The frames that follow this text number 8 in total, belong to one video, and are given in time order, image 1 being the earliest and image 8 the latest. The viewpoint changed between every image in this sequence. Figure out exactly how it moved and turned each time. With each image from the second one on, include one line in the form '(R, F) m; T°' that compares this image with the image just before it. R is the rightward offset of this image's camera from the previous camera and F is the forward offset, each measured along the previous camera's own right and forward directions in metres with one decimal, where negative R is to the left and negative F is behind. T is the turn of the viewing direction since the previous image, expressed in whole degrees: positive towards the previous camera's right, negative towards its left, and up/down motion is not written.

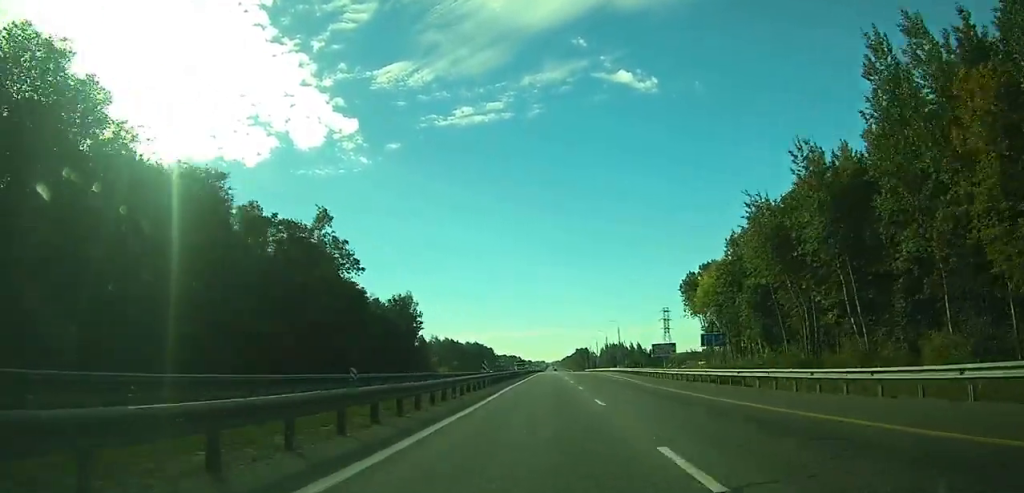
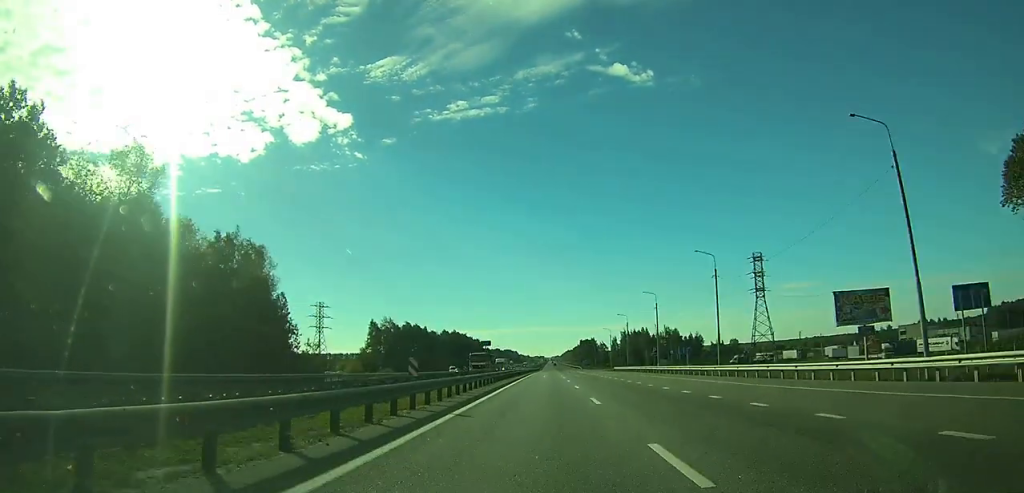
(0.0, +95.5) m; 0°
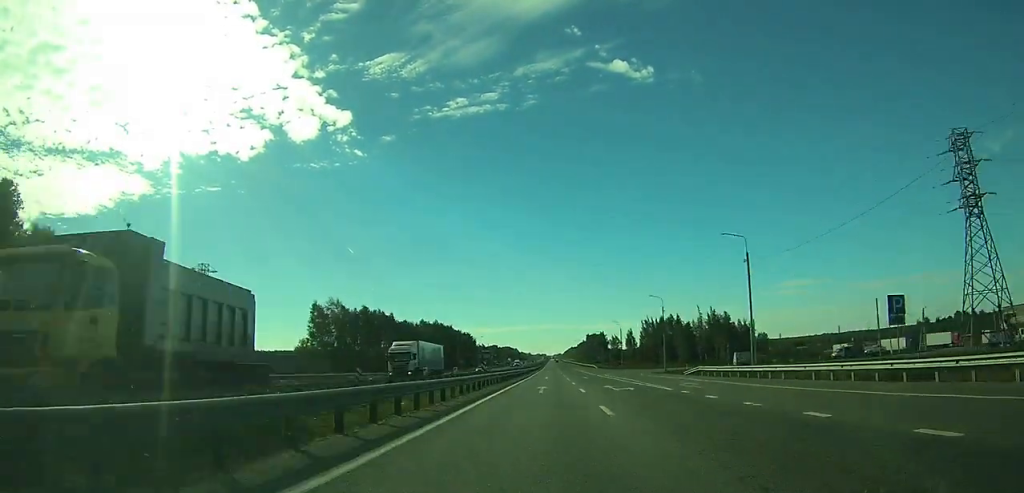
(+0.1, +64.0) m; 0°
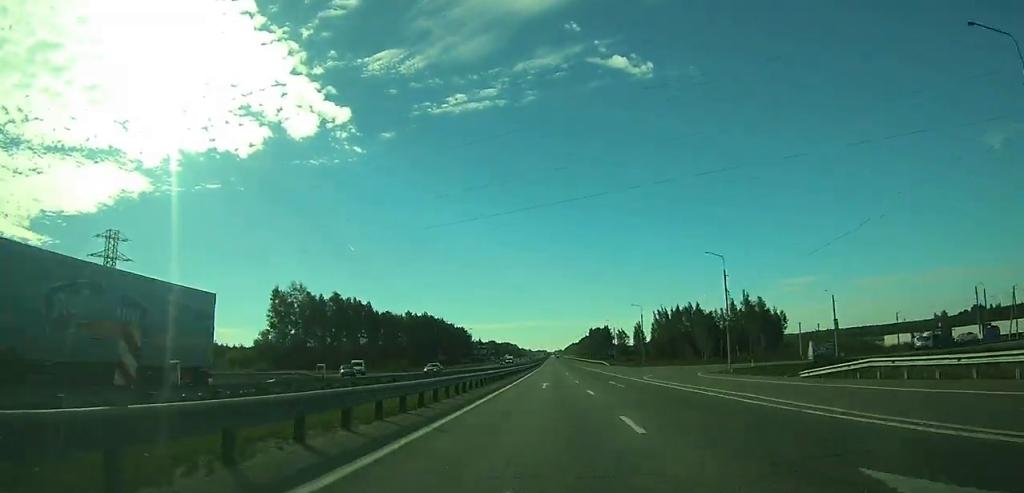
(+0.1, +28.0) m; 0°
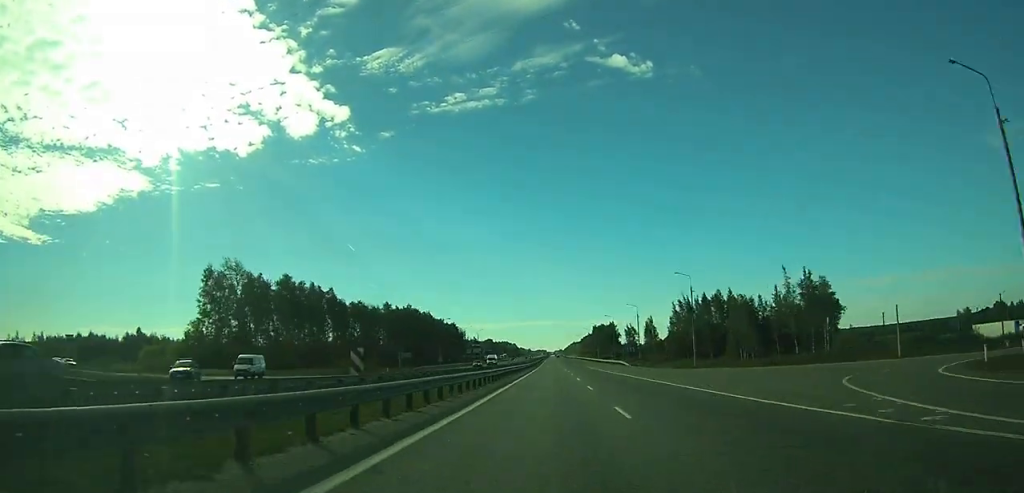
(-0.2, +34.1) m; 0°
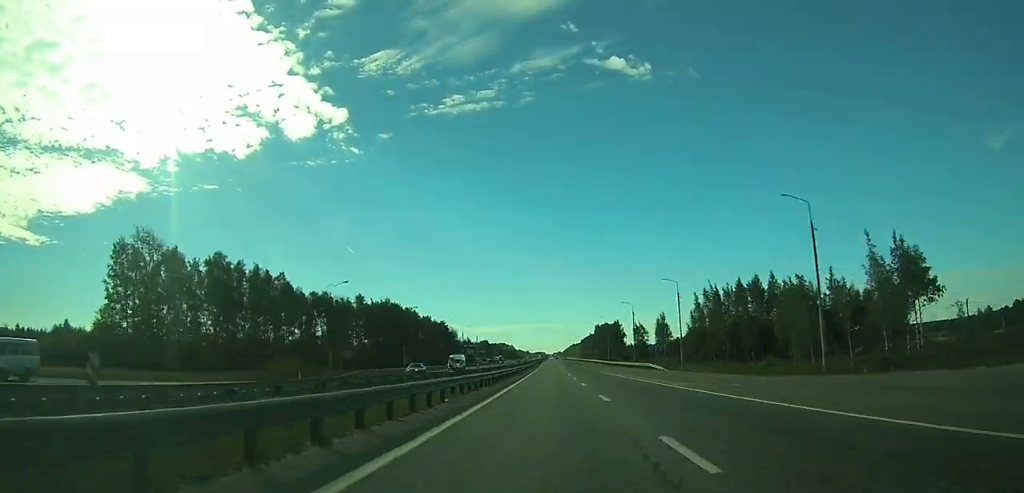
(-0.1, +30.1) m; 0°
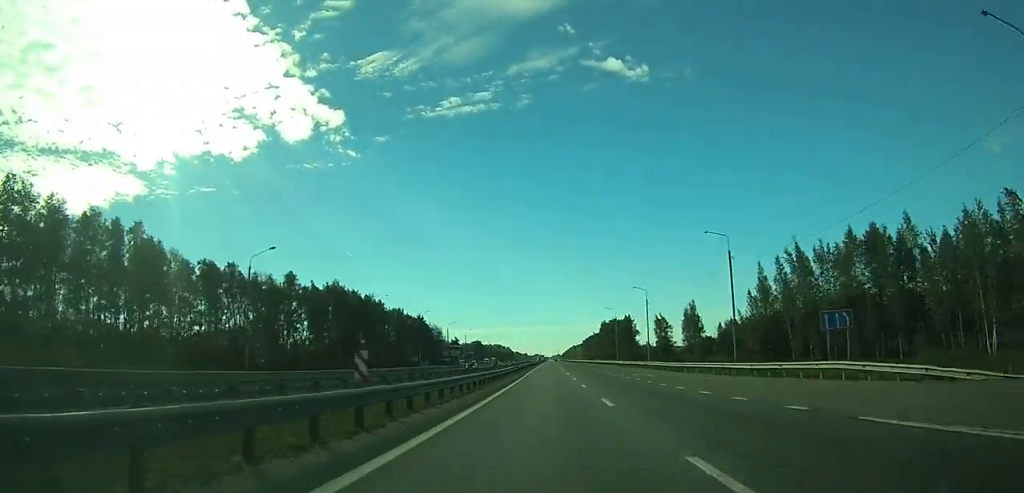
(+0.1, +50.1) m; 0°
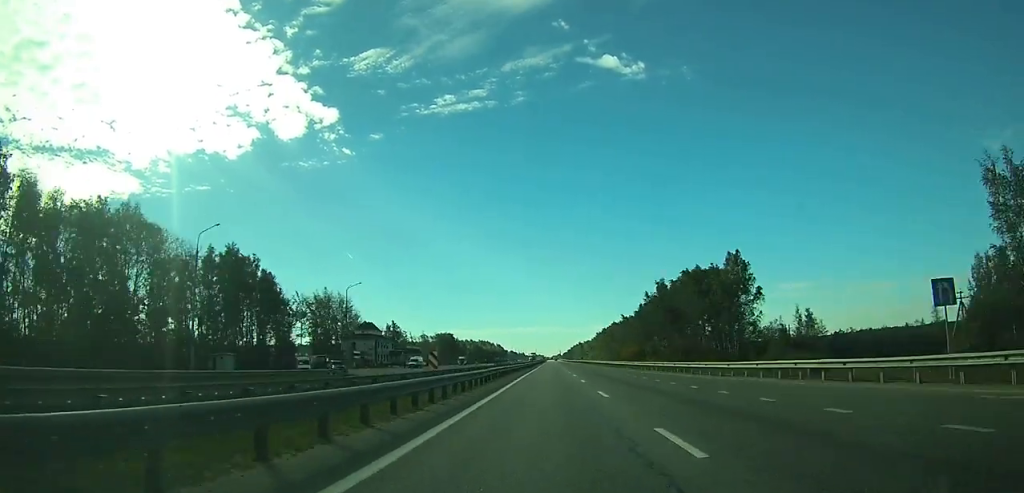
(+0.1, +153.4) m; 0°
